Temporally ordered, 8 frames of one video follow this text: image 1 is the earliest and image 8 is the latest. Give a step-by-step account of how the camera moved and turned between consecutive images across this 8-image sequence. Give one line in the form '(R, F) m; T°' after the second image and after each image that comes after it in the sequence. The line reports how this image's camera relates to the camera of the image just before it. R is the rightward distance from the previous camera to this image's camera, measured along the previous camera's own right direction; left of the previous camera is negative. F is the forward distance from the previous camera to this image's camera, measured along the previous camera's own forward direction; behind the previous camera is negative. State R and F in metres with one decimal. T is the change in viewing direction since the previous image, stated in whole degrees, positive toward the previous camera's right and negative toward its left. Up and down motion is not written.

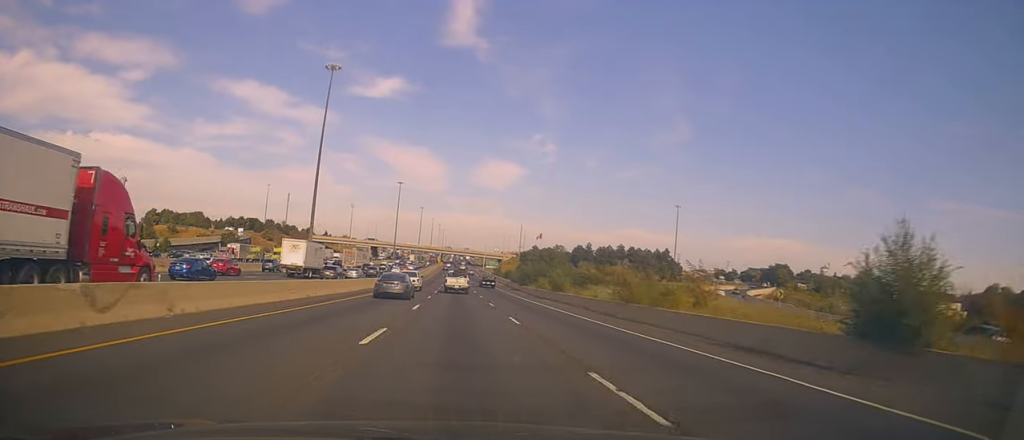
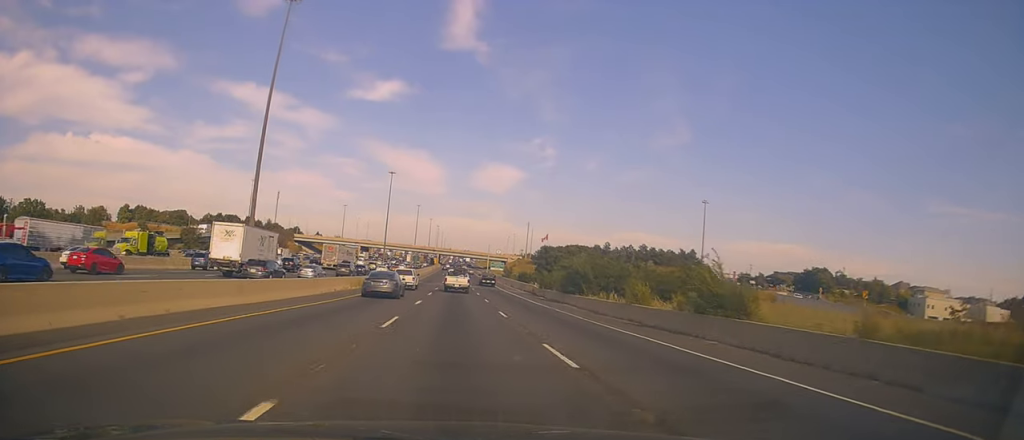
(0.0, +33.5) m; 0°
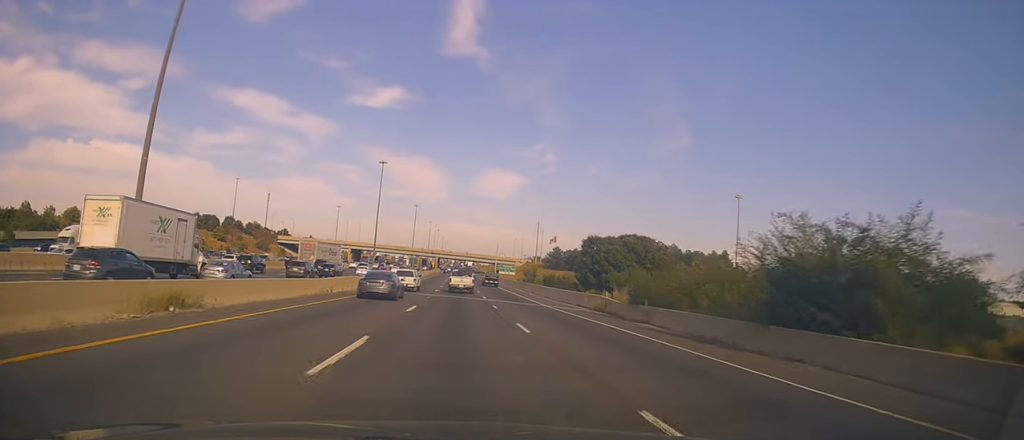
(+0.3, +30.8) m; 0°
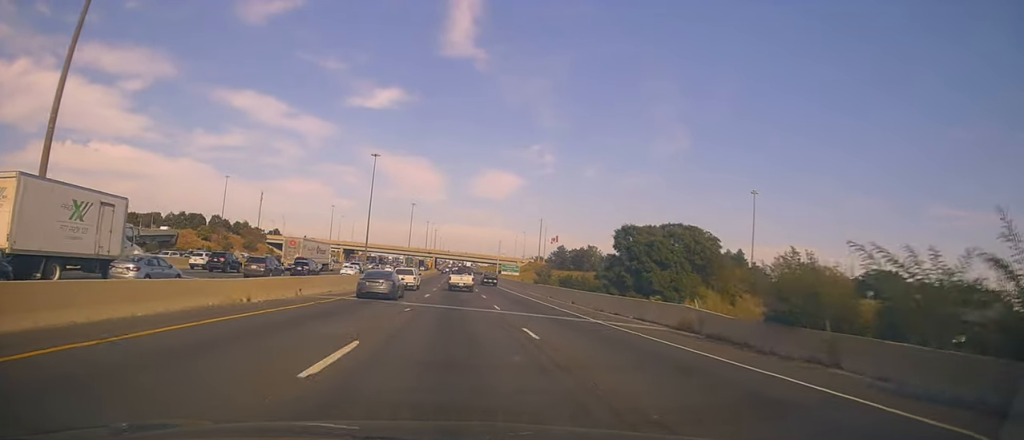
(-0.1, +14.1) m; 0°
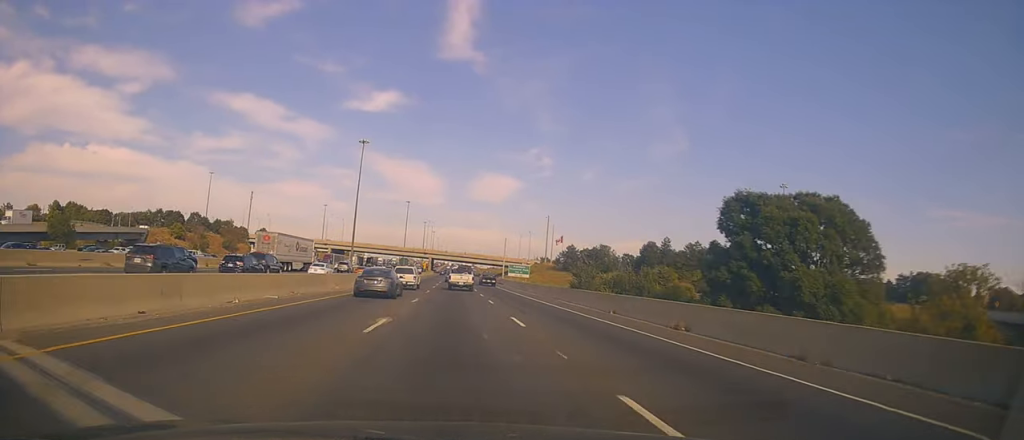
(-0.1, +21.8) m; 0°
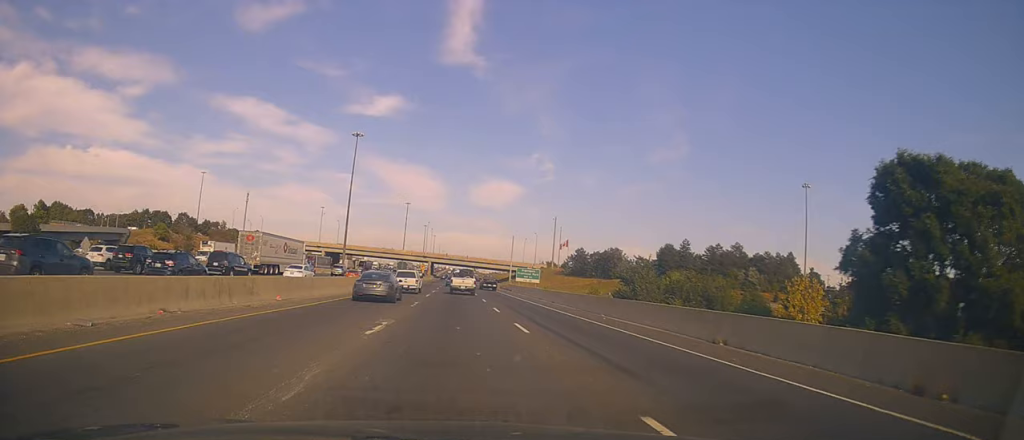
(+0.2, +13.1) m; 0°
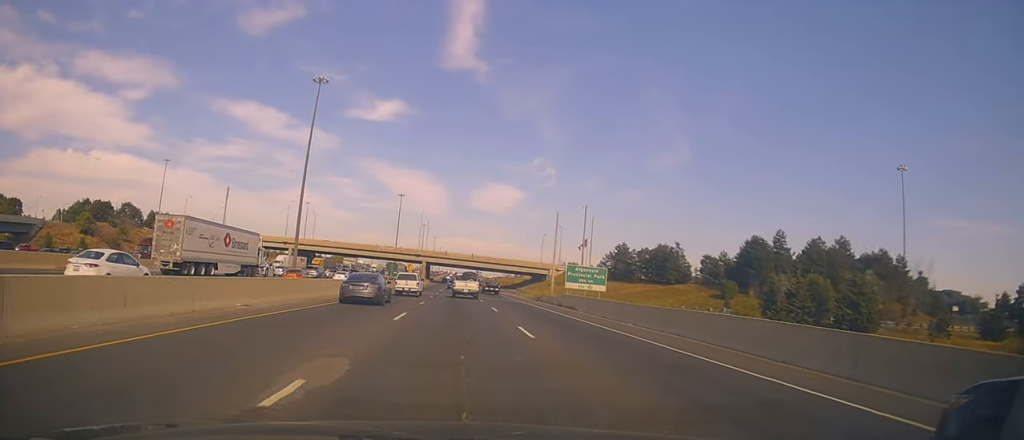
(-1.0, +45.0) m; -2°
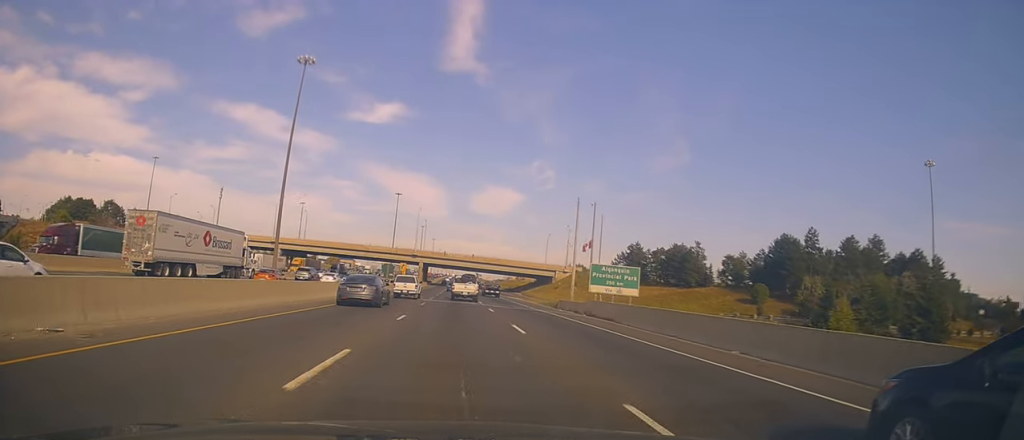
(0.0, +10.8) m; 0°
